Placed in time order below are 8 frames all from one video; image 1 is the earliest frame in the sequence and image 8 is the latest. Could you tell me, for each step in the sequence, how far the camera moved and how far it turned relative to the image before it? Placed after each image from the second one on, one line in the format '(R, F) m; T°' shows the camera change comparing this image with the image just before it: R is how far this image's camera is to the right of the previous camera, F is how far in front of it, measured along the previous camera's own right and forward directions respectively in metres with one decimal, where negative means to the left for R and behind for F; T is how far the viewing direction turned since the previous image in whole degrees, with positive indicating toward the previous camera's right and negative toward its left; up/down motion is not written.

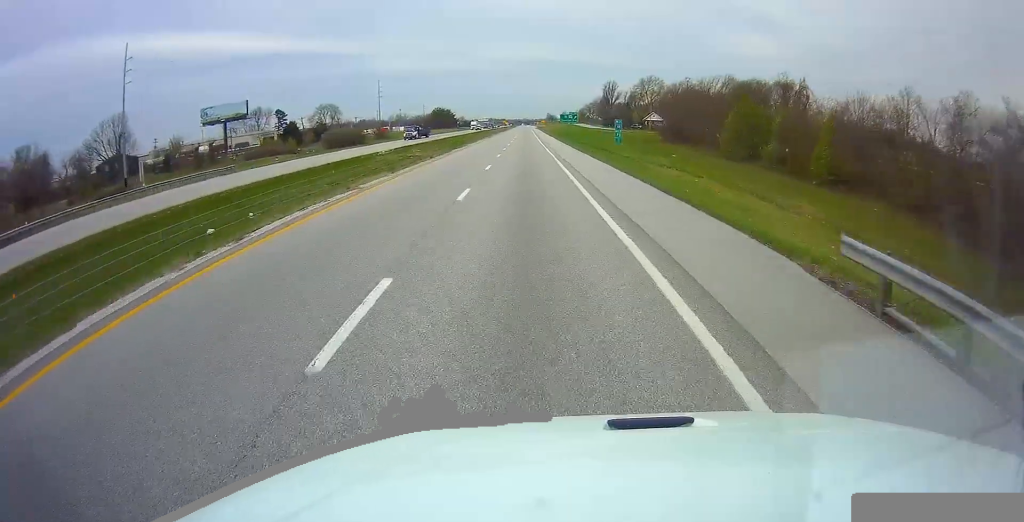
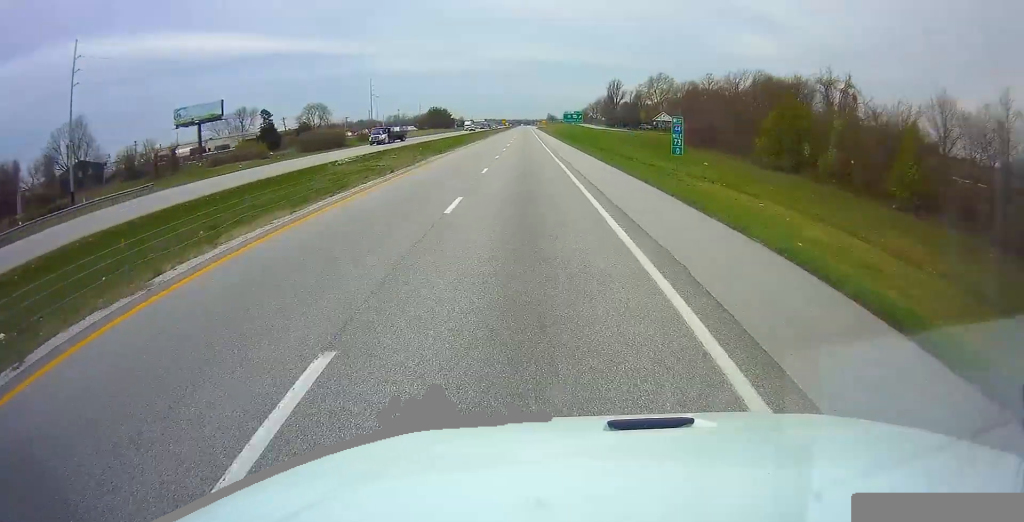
(-0.2, +14.6) m; 0°
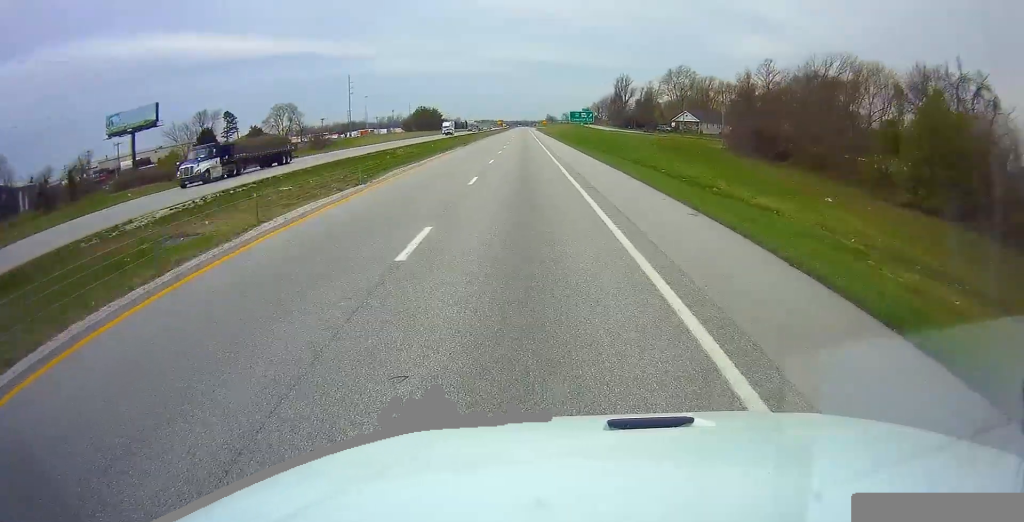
(-0.1, +29.2) m; 0°
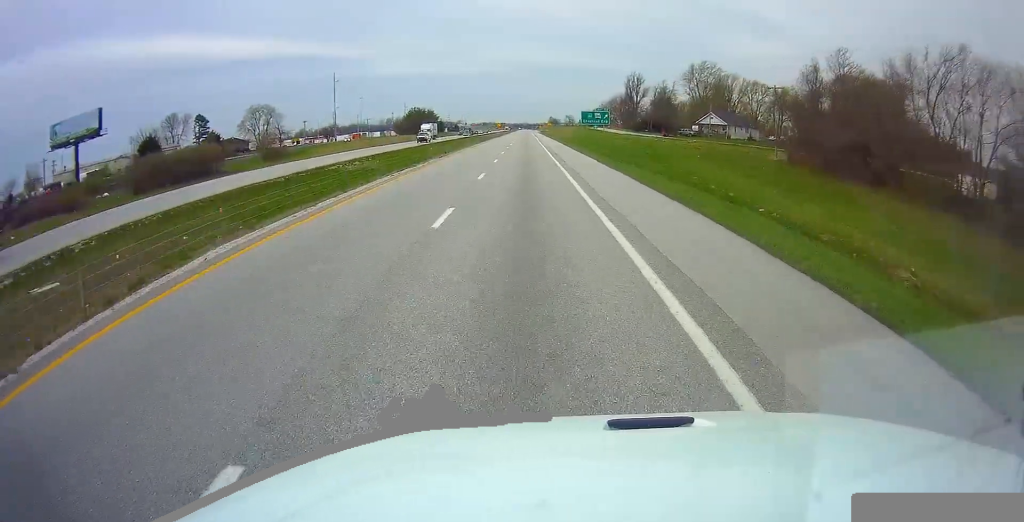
(+0.1, +20.9) m; 0°
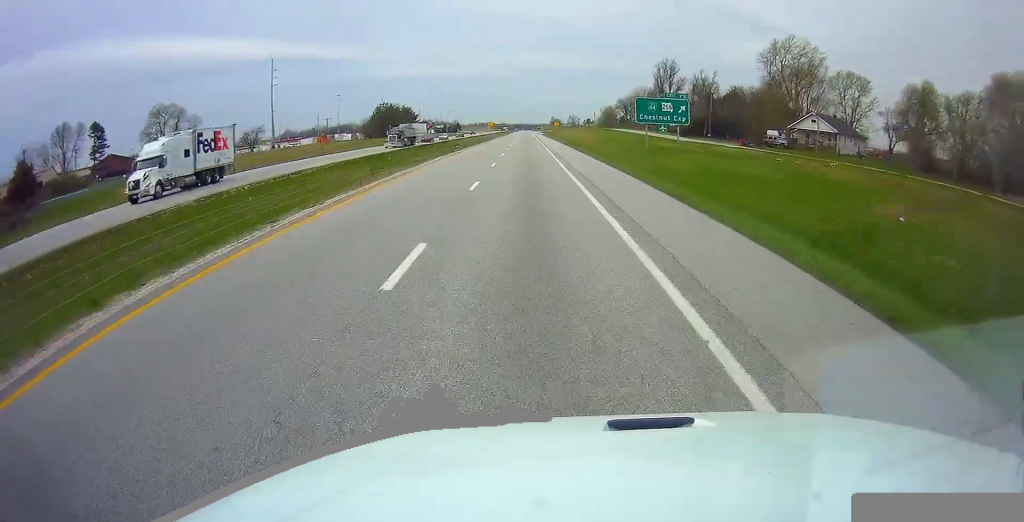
(-0.2, +53.2) m; -1°
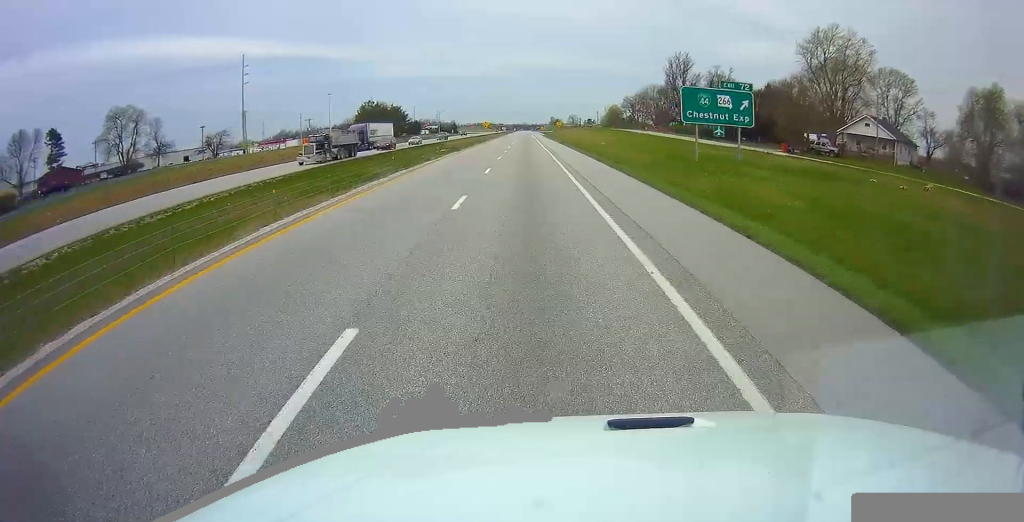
(0.0, +16.6) m; +1°
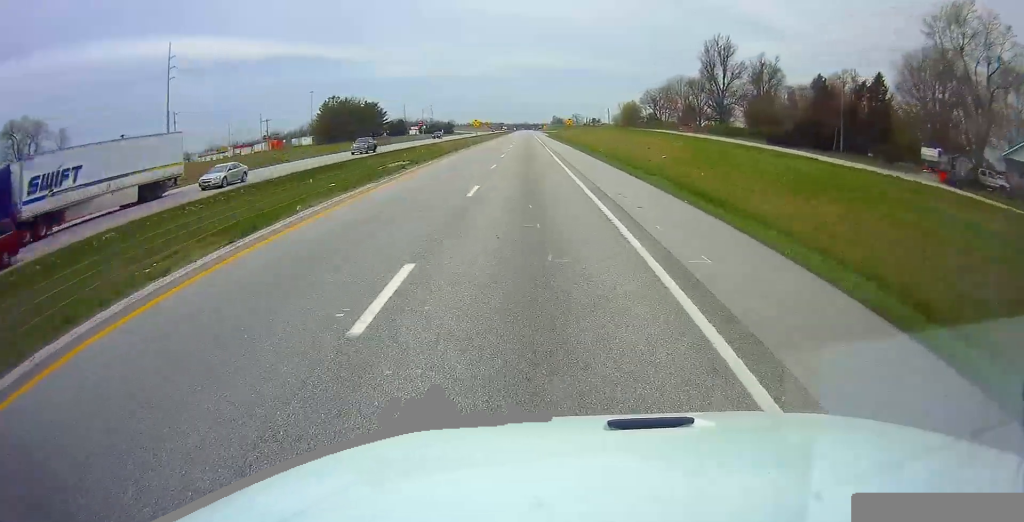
(+0.4, +33.2) m; +1°
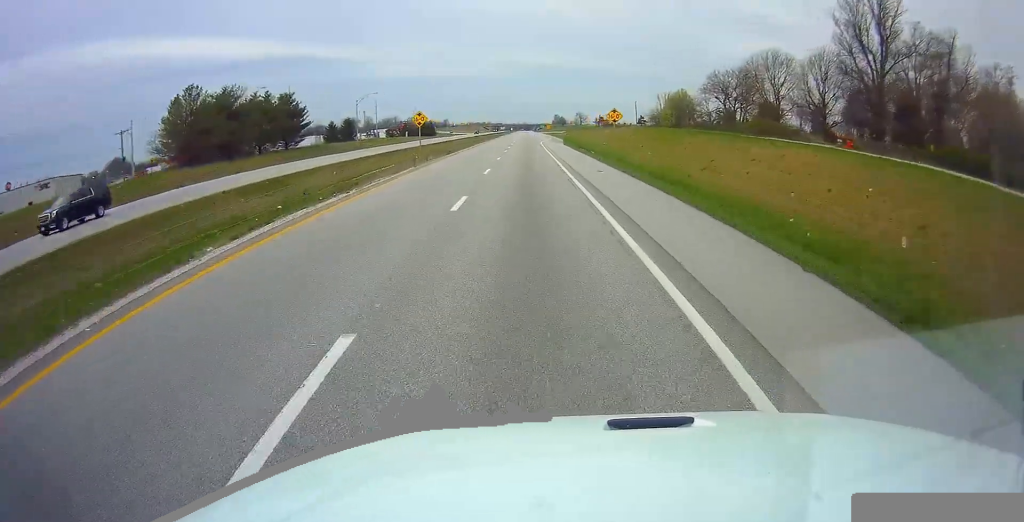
(-0.6, +63.2) m; -1°
